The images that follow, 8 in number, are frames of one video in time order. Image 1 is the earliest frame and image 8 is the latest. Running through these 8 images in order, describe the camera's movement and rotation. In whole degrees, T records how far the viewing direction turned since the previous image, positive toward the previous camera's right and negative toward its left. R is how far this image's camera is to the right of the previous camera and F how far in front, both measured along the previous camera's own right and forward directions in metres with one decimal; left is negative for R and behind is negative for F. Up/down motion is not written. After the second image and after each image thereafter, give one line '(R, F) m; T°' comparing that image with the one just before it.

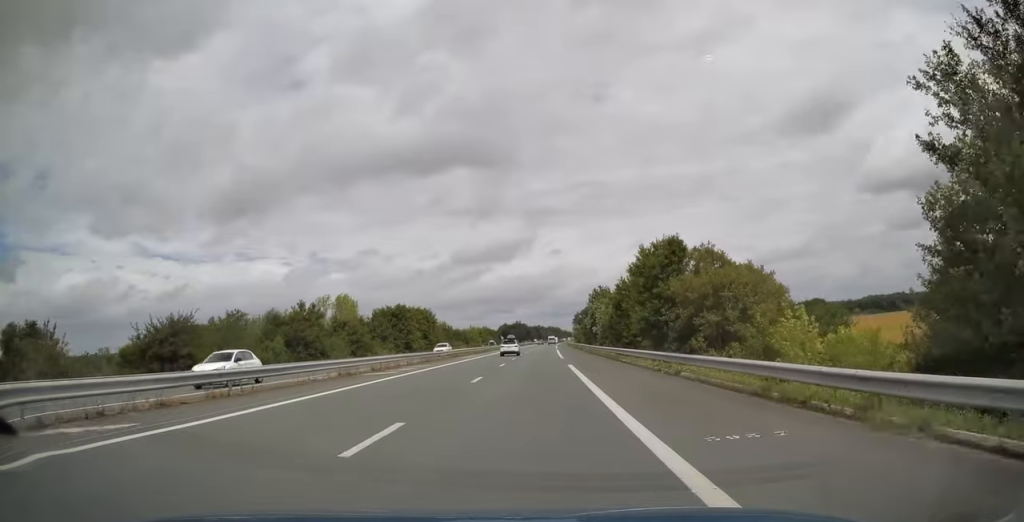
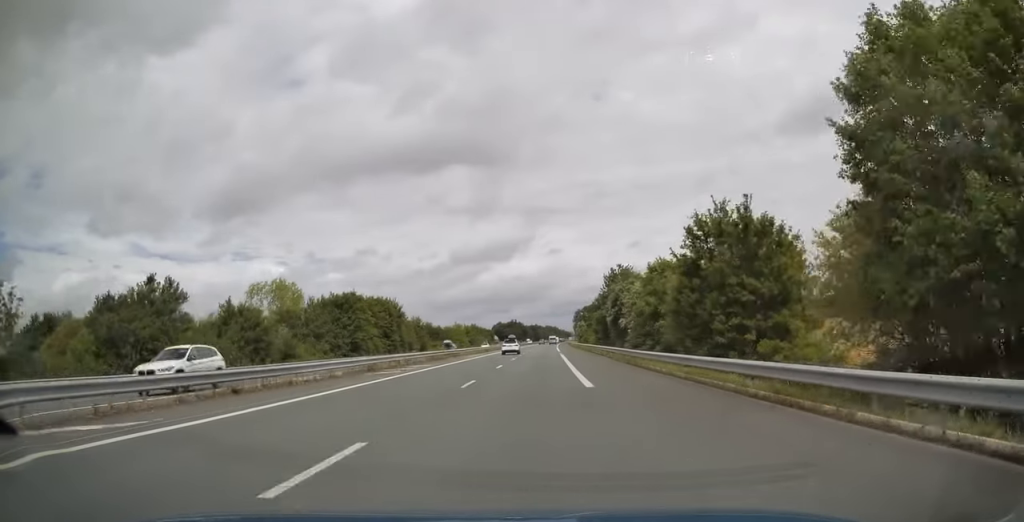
(+0.2, +27.8) m; 0°
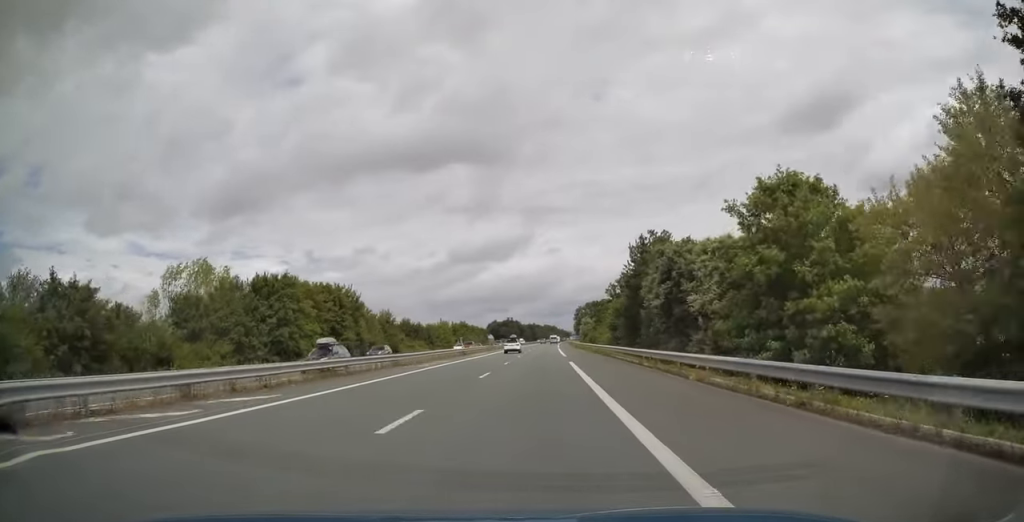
(0.0, +22.0) m; 0°
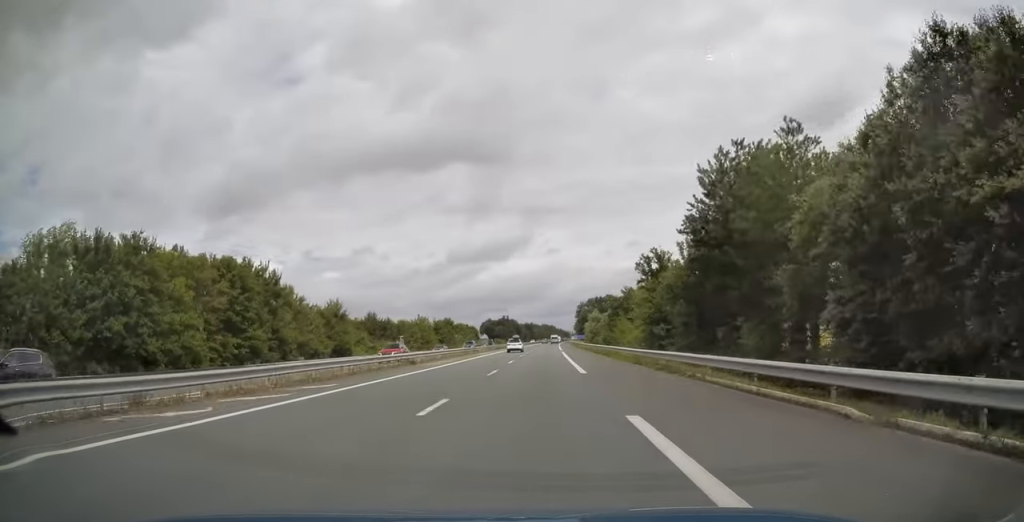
(0.0, +23.7) m; 0°
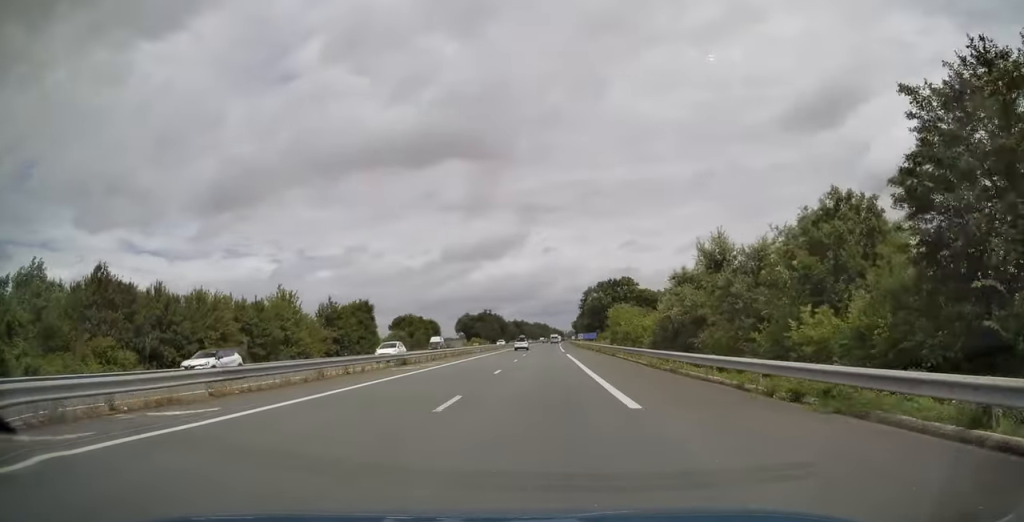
(+0.4, +63.9) m; +1°
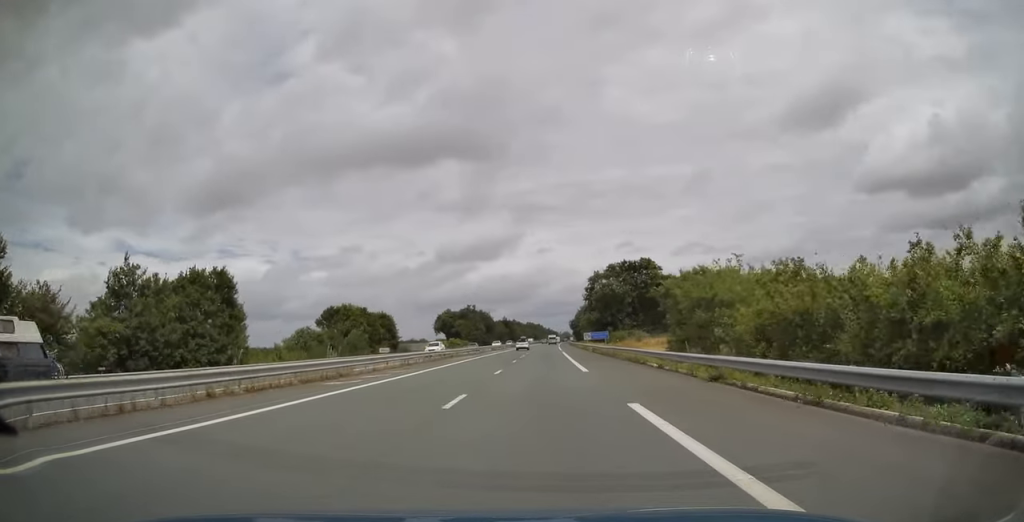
(+0.3, +38.1) m; +1°
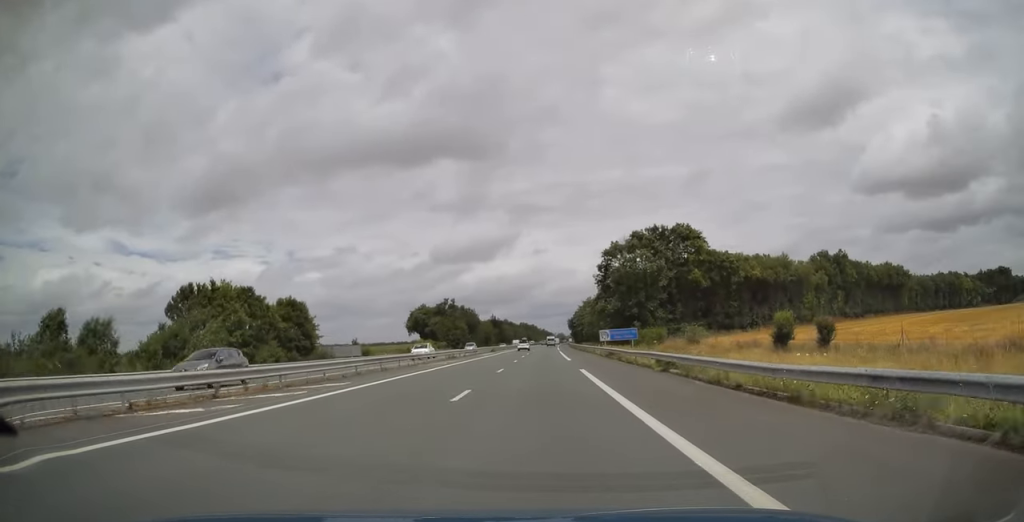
(+0.2, +37.1) m; 0°
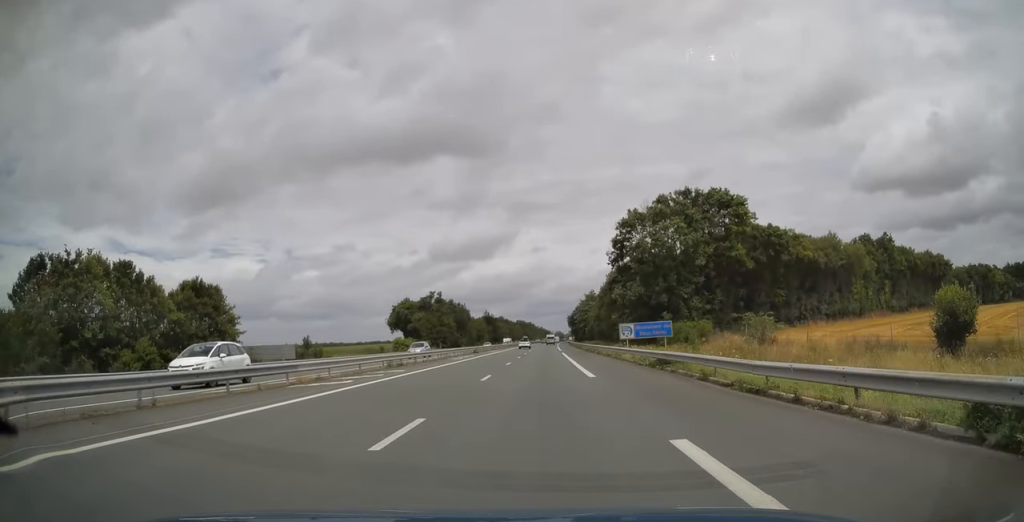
(-0.1, +19.4) m; 0°
